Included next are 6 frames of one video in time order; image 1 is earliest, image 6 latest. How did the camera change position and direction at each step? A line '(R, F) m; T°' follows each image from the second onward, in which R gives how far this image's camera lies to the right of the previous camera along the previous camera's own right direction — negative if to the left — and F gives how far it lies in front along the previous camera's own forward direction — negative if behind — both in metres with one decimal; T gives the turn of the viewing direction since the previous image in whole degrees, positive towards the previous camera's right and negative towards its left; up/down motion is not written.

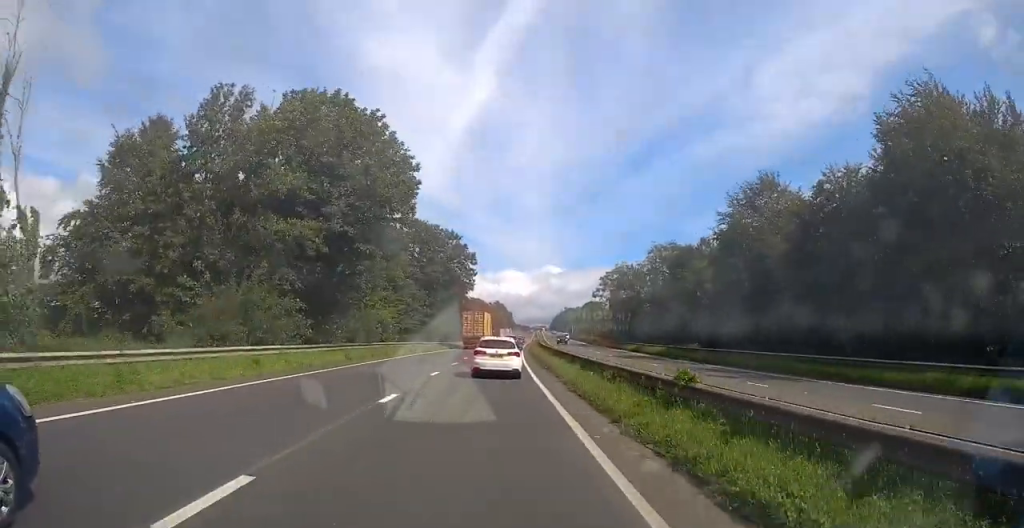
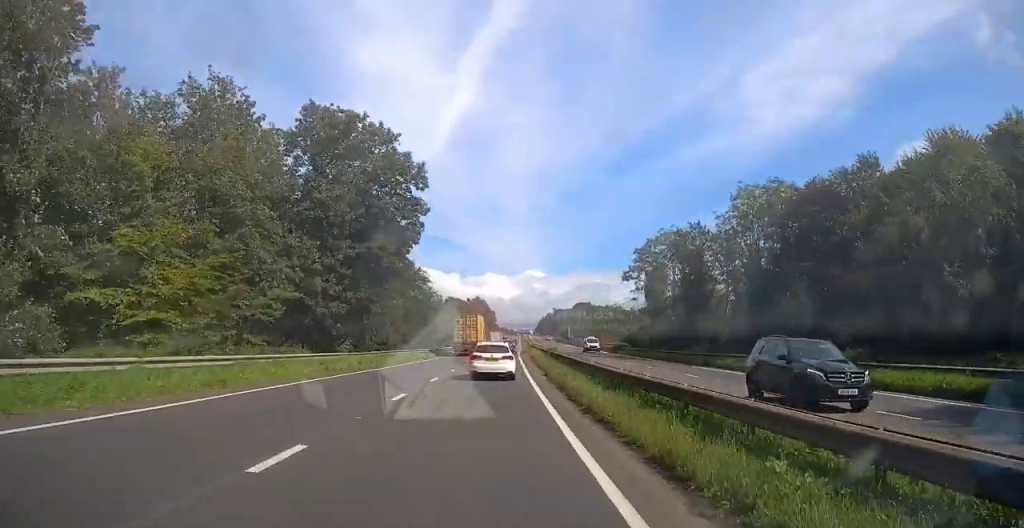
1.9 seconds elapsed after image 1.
(+1.0, +44.1) m; +3°
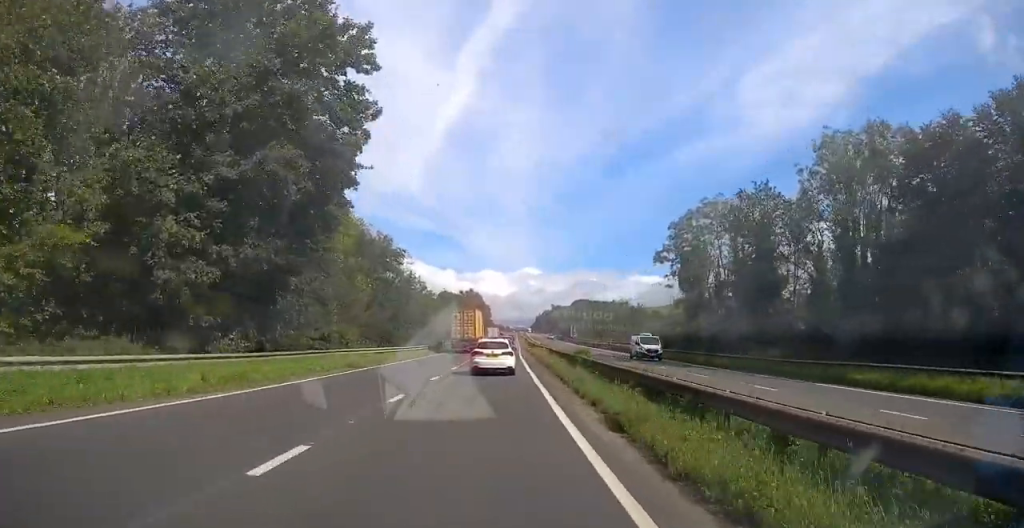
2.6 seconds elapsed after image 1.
(+0.1, +17.5) m; +1°
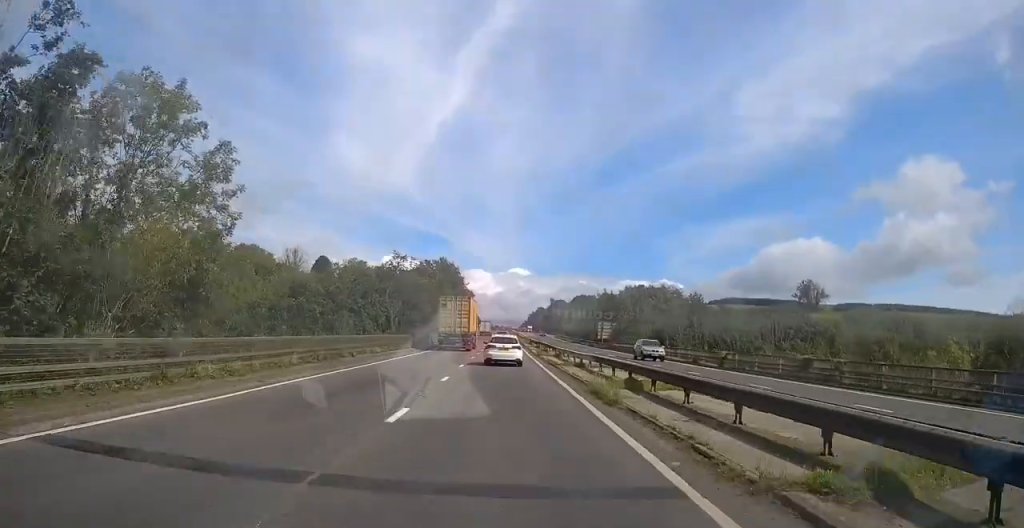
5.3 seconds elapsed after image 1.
(+0.6, +65.4) m; +1°
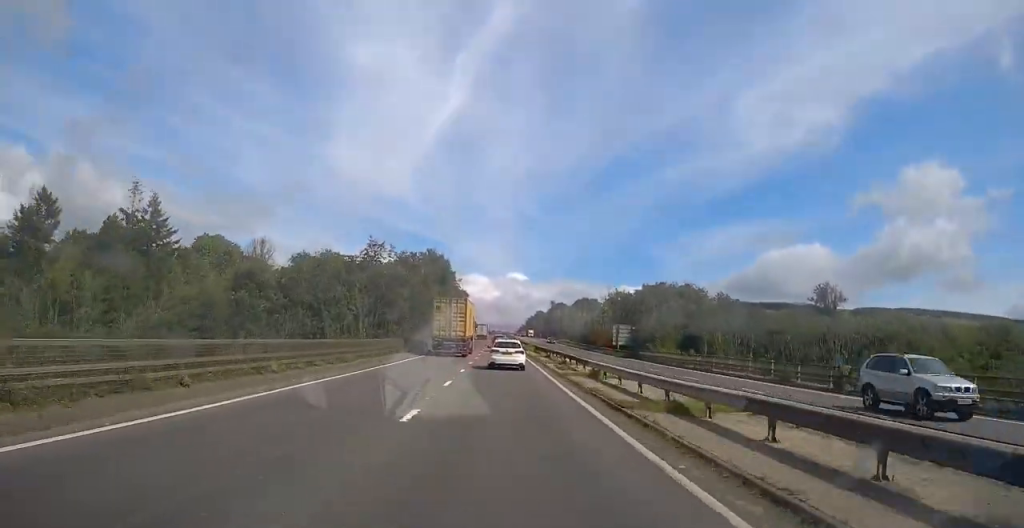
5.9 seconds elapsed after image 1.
(0.0, +16.7) m; 0°
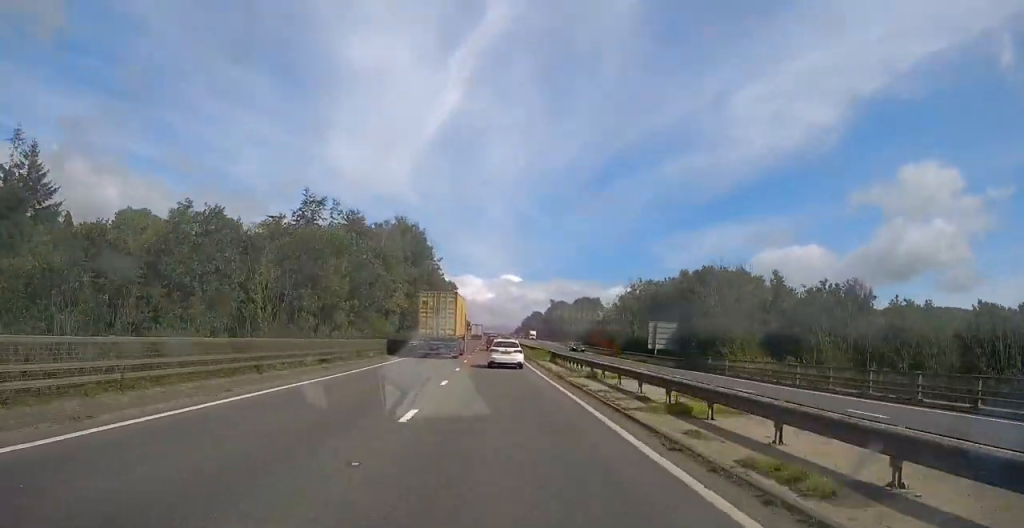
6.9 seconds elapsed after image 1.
(+0.2, +25.3) m; +1°
